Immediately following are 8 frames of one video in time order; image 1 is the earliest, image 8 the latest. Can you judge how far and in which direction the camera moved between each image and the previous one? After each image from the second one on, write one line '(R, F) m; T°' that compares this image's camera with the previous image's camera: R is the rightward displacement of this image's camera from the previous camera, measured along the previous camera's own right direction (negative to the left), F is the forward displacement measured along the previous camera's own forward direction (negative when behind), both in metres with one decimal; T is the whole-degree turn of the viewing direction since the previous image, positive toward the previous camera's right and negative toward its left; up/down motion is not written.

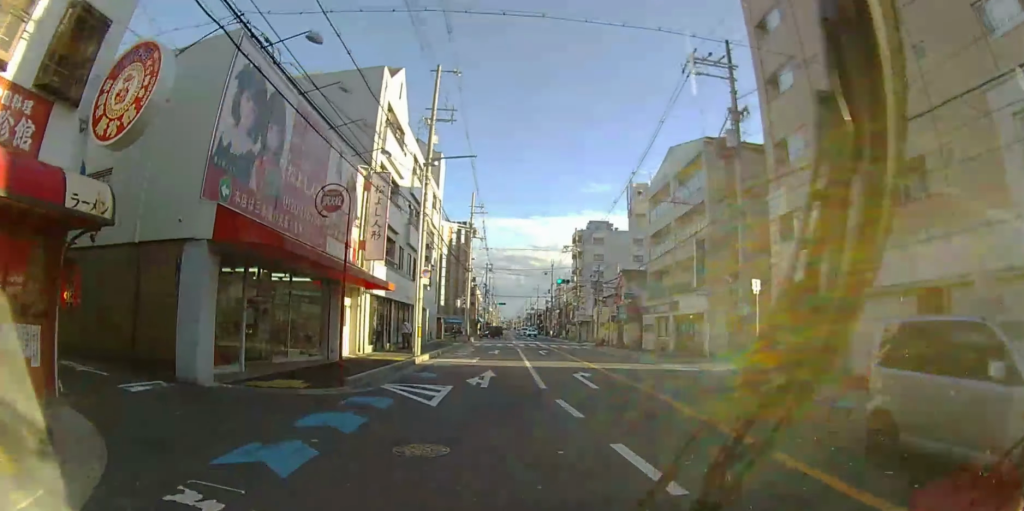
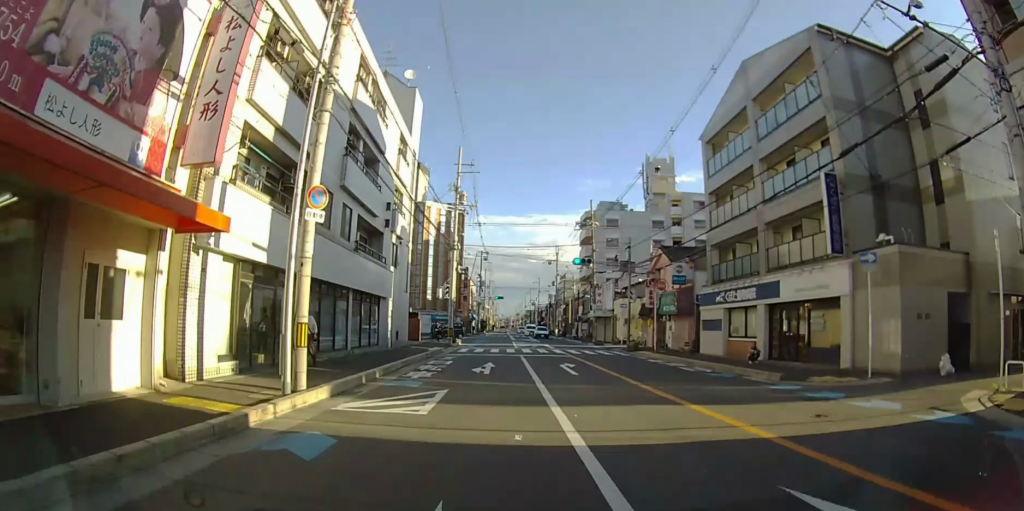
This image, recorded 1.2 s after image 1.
(0.0, +13.0) m; 0°
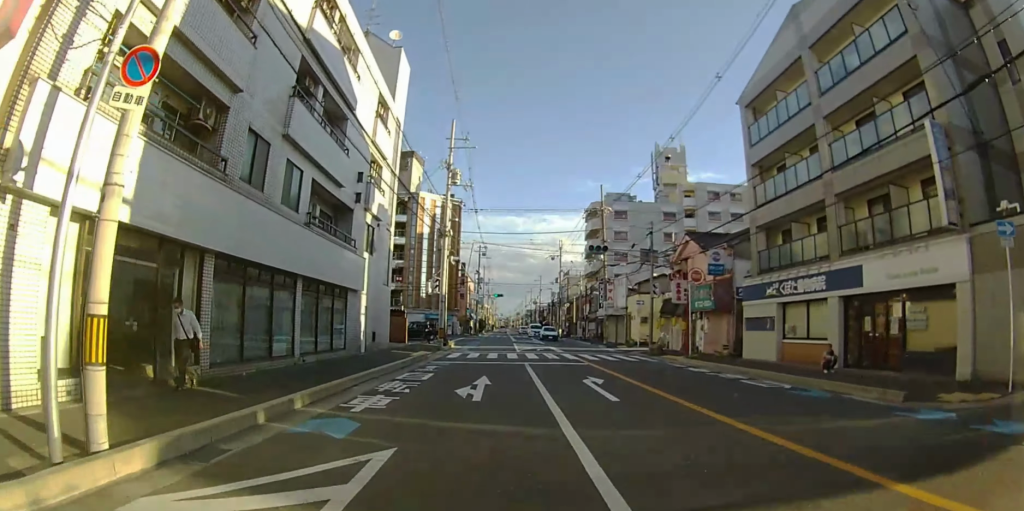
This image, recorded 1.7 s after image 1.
(0.0, +5.4) m; 0°
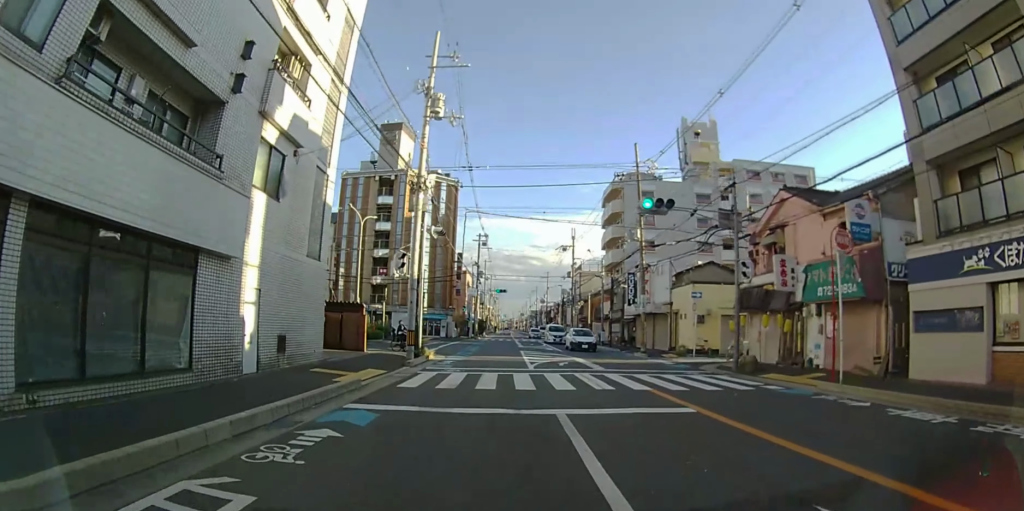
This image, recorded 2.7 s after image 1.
(0.0, +11.3) m; 0°
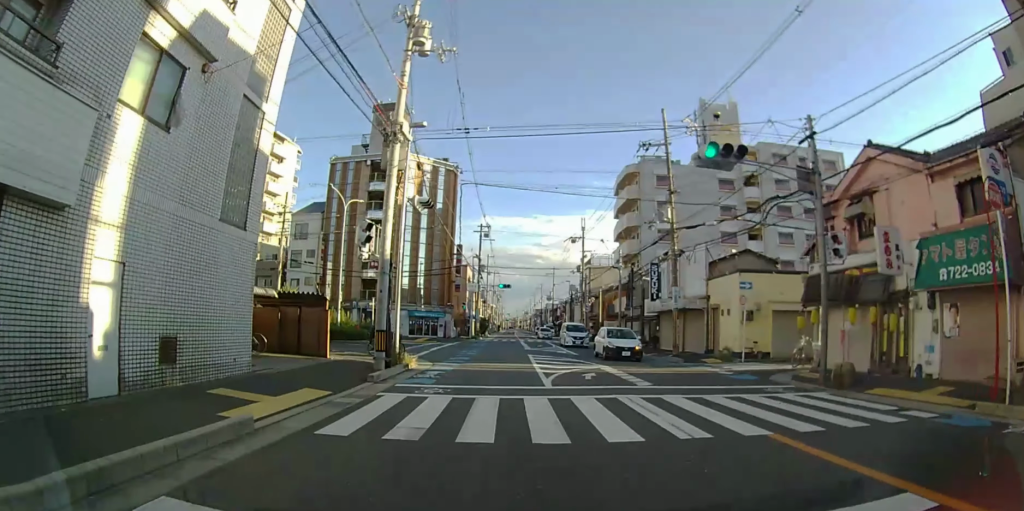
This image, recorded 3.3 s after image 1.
(0.0, +5.9) m; 0°
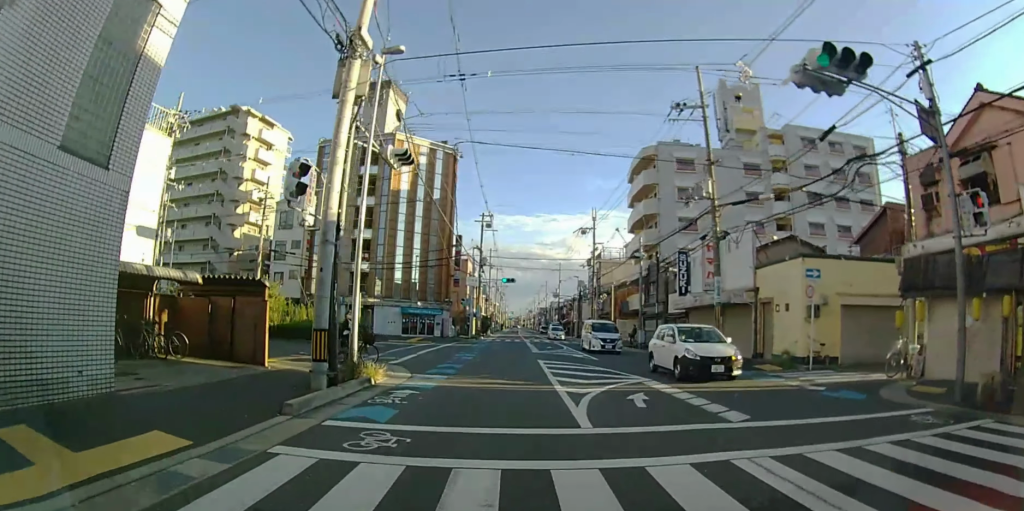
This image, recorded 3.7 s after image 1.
(0.0, +5.2) m; 0°
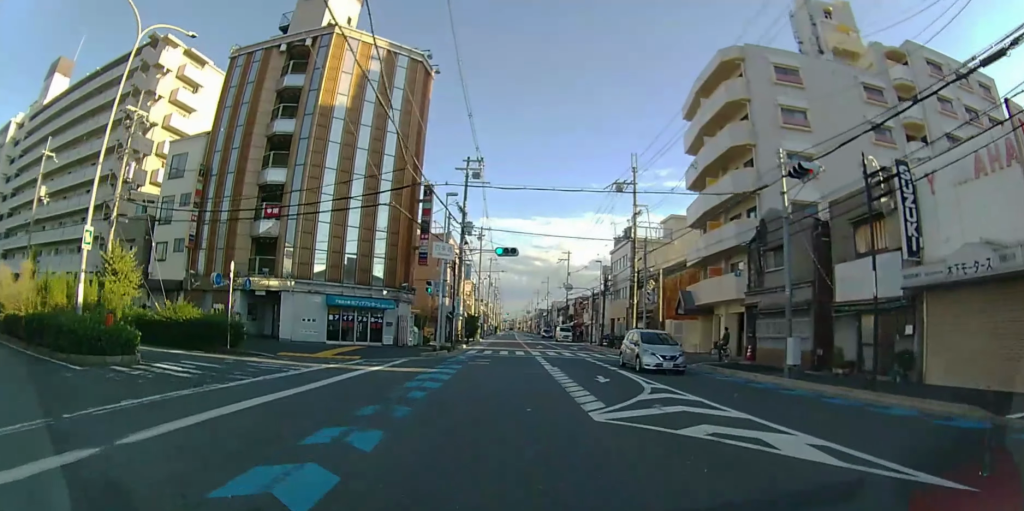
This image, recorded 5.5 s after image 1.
(-0.1, +19.7) m; 0°
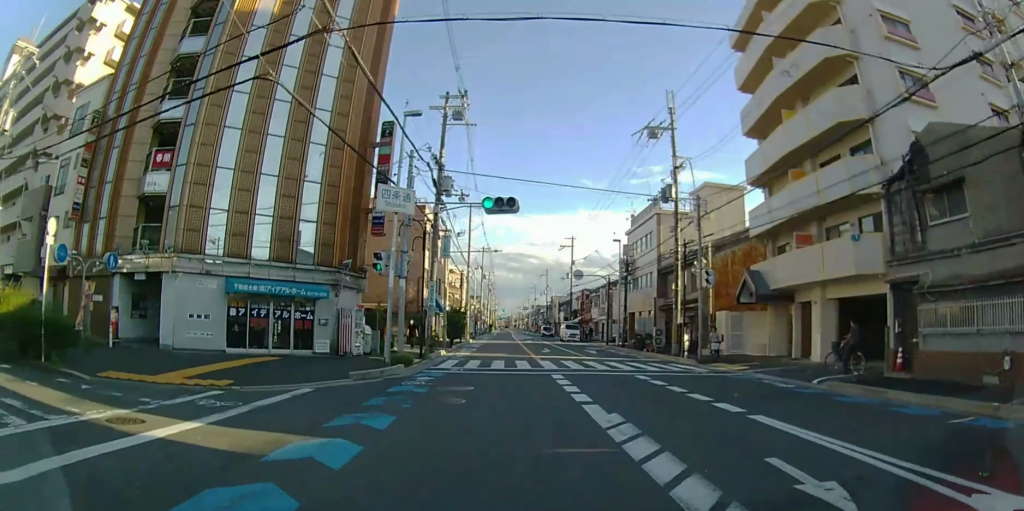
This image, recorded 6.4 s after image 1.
(+0.1, +11.2) m; +1°
